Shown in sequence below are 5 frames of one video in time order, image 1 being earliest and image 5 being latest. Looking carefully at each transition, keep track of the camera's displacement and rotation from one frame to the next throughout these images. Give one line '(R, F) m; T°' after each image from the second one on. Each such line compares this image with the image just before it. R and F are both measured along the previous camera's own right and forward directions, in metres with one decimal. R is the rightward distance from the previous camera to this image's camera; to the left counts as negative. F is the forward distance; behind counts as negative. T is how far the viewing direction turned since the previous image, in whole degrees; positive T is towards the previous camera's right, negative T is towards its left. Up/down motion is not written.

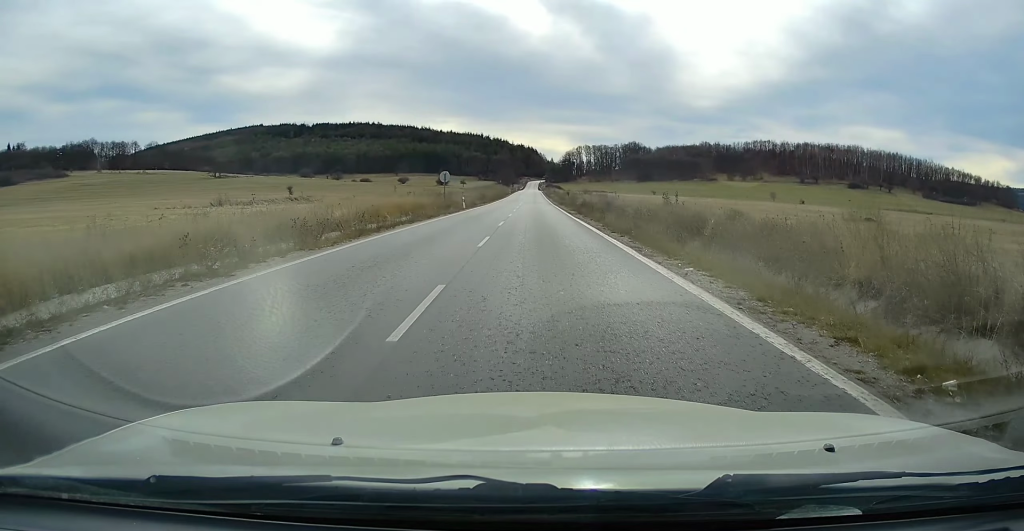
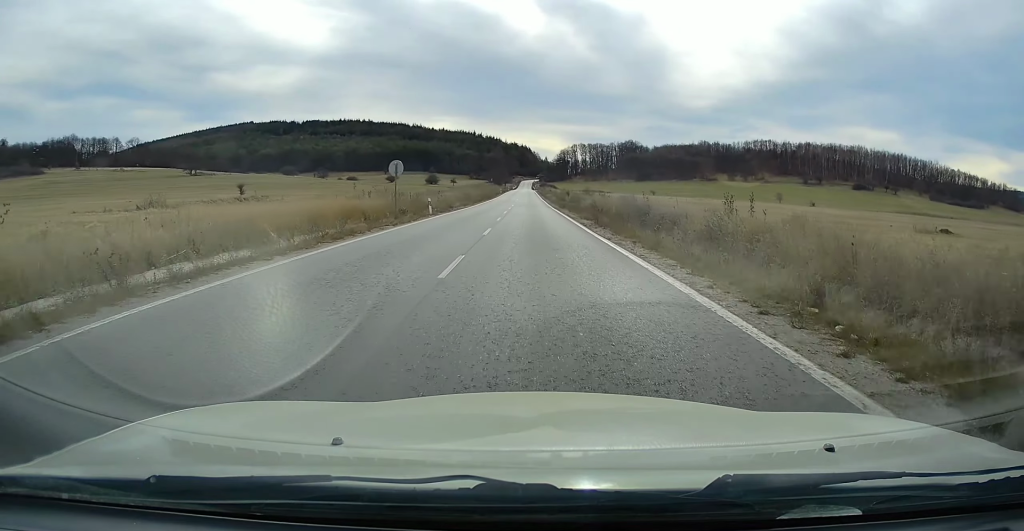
(0.0, +13.7) m; 0°
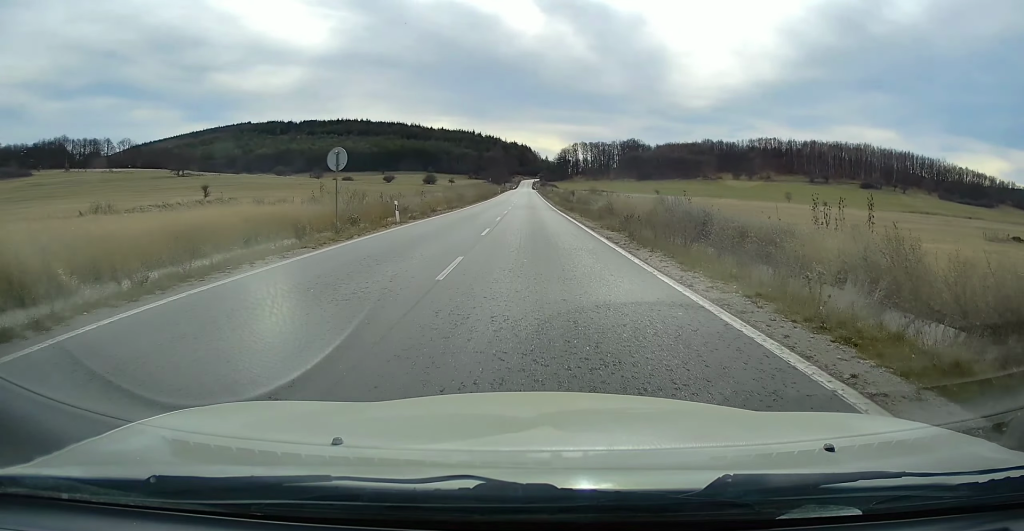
(0.0, +9.2) m; 0°
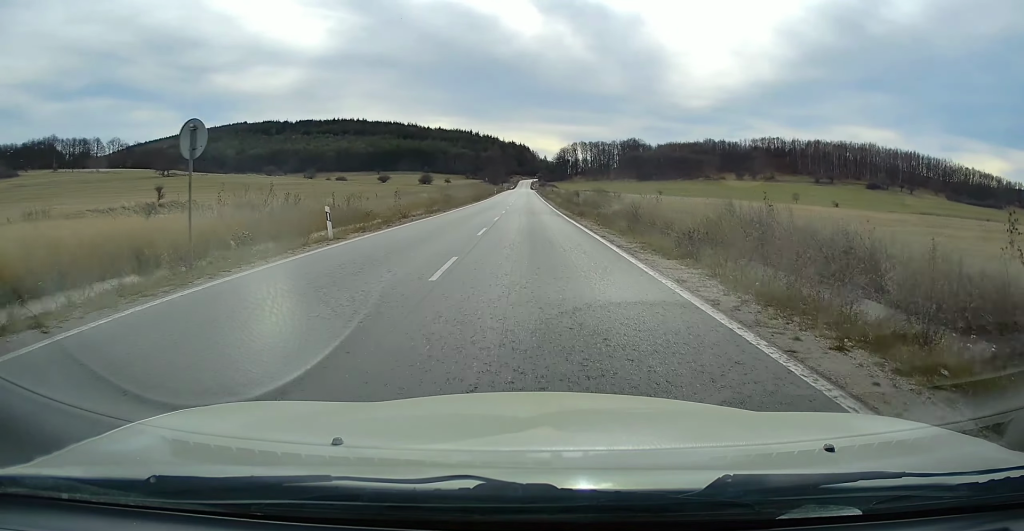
(0.0, +8.4) m; 0°
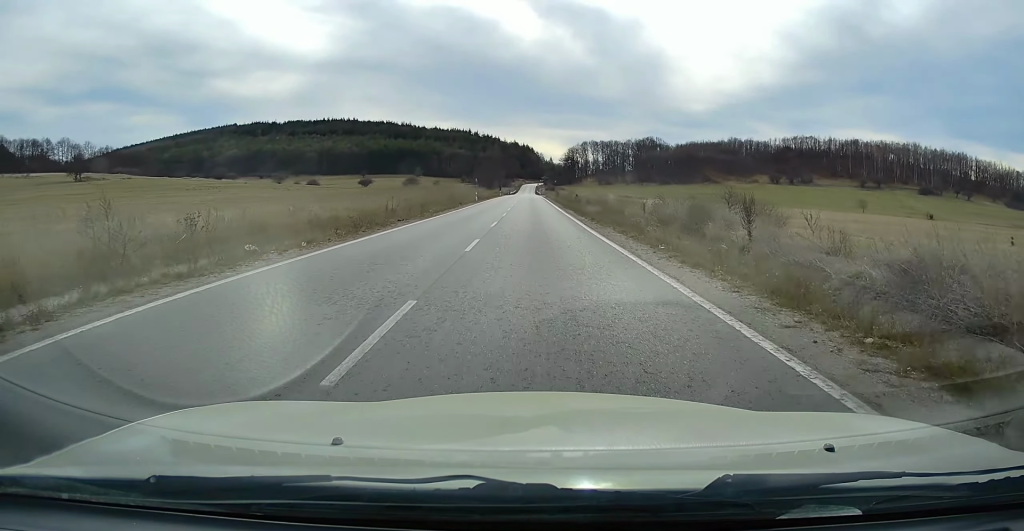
(-0.3, +47.9) m; 0°
